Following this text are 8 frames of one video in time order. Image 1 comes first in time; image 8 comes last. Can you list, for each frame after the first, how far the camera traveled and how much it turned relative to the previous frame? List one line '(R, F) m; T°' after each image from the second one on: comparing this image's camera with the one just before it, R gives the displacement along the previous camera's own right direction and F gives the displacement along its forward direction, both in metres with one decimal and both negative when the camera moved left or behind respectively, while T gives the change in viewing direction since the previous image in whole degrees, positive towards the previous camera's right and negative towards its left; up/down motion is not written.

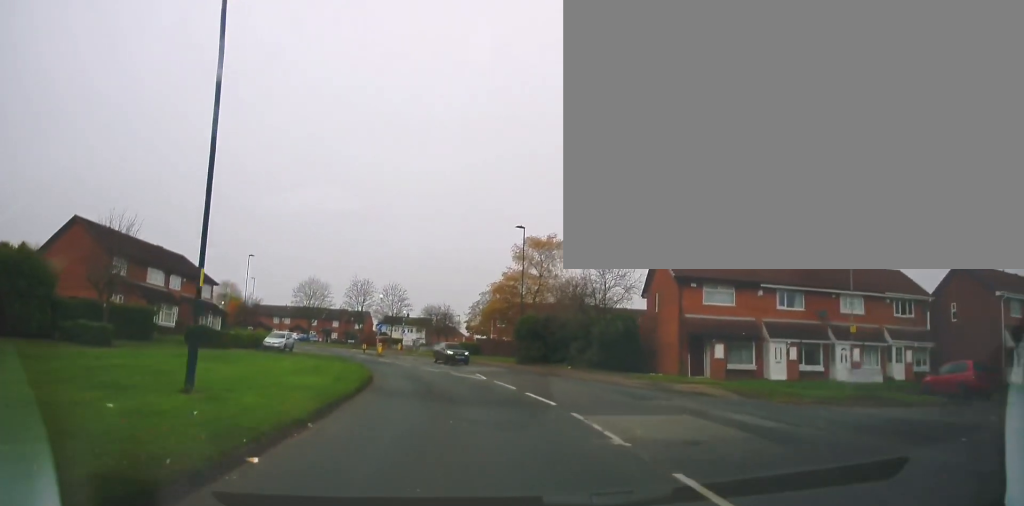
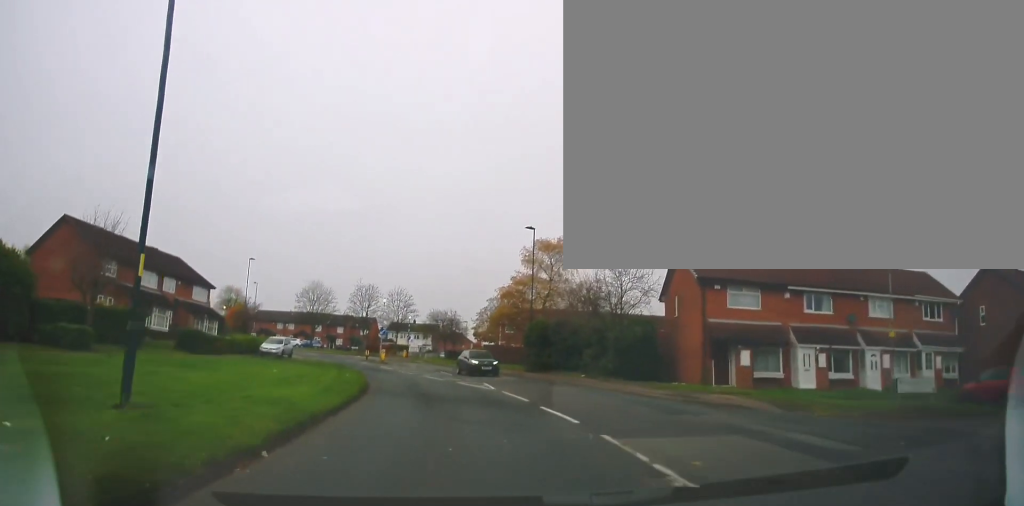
(0.0, +2.3) m; +2°
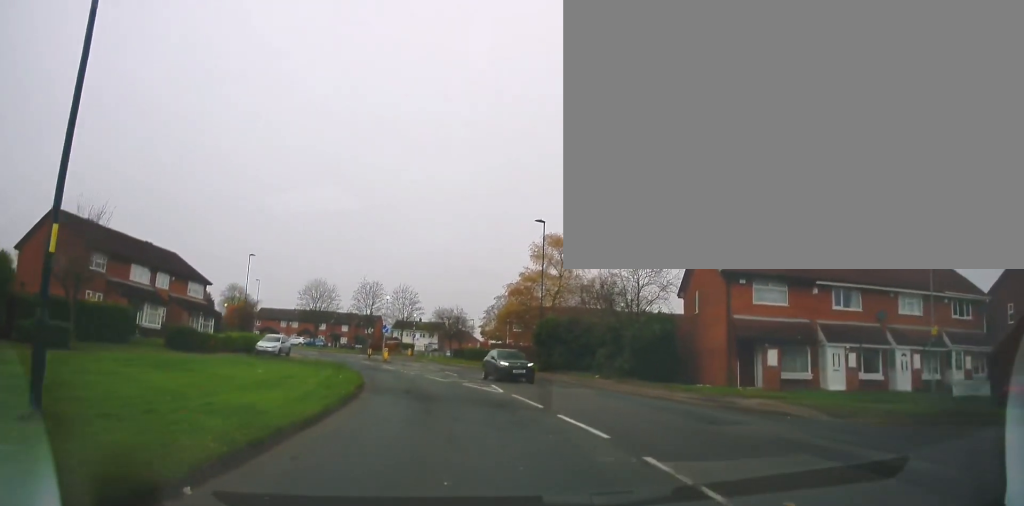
(-0.1, +2.2) m; +3°
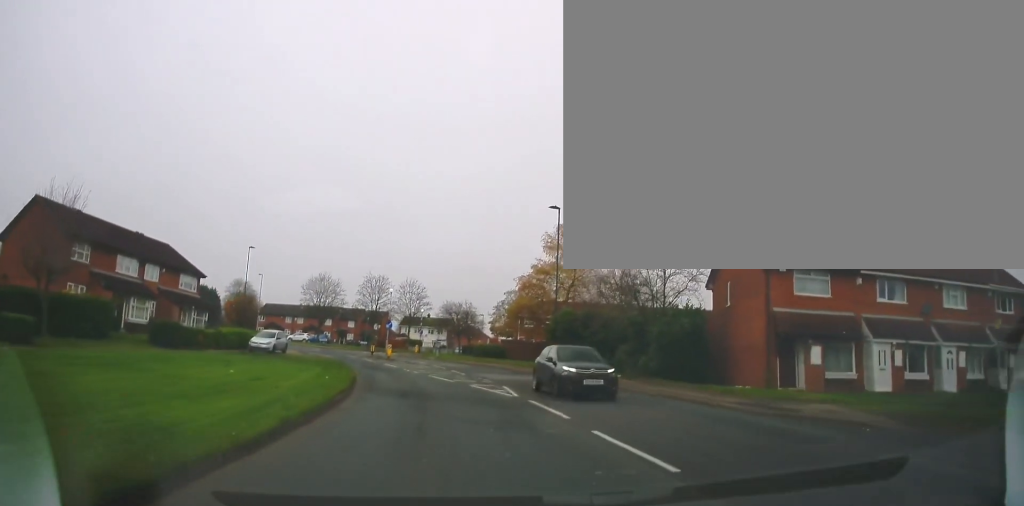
(+0.2, +3.0) m; -2°
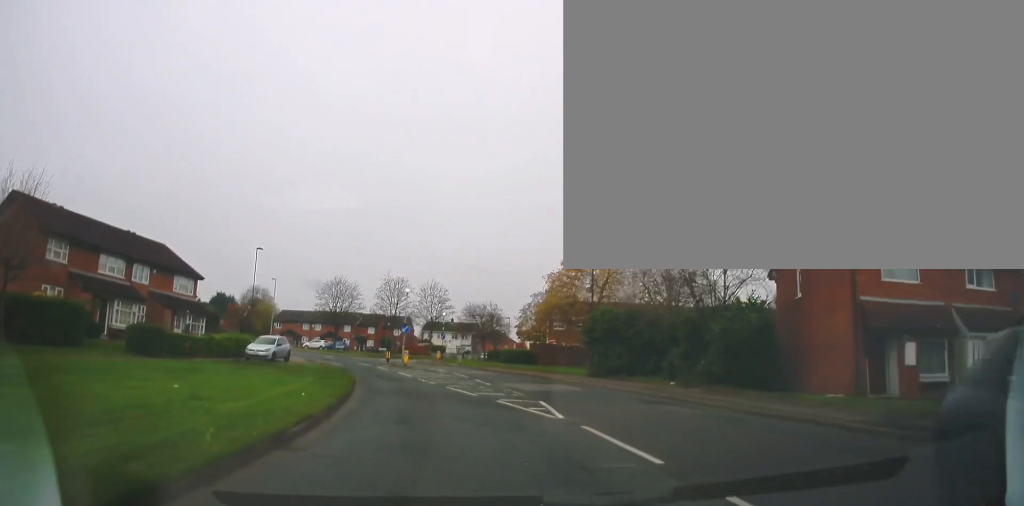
(-0.2, +4.7) m; -6°
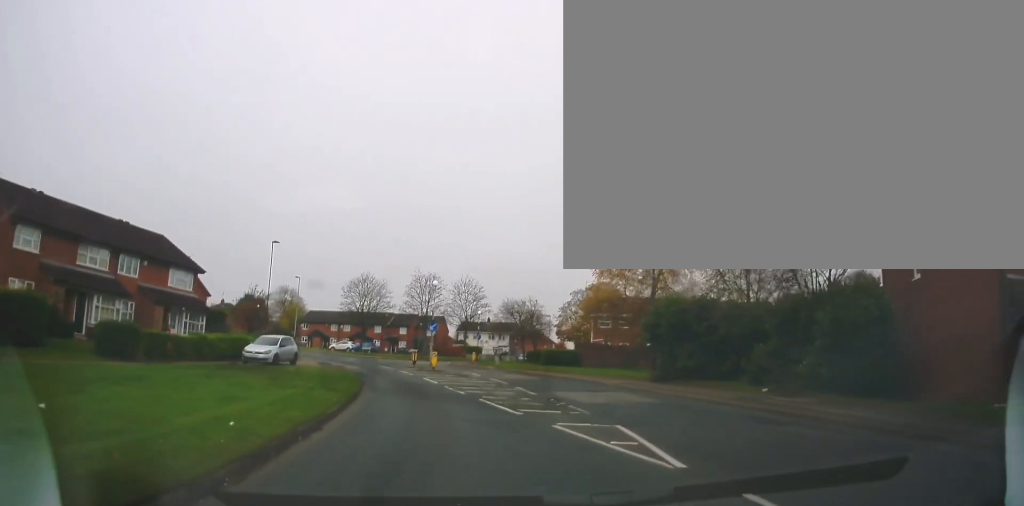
(-0.3, +5.3) m; -3°
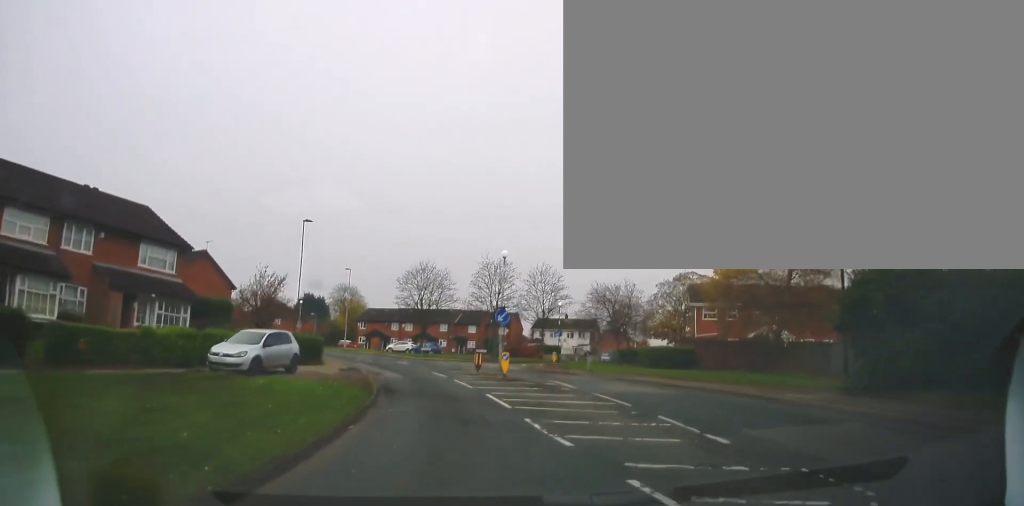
(-0.2, +9.8) m; -8°
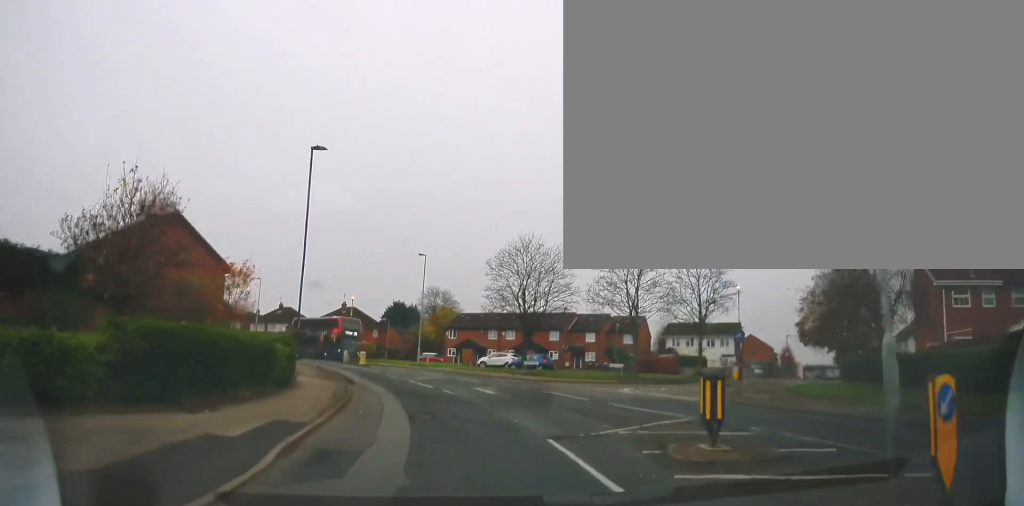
(-1.8, +20.0) m; -9°
